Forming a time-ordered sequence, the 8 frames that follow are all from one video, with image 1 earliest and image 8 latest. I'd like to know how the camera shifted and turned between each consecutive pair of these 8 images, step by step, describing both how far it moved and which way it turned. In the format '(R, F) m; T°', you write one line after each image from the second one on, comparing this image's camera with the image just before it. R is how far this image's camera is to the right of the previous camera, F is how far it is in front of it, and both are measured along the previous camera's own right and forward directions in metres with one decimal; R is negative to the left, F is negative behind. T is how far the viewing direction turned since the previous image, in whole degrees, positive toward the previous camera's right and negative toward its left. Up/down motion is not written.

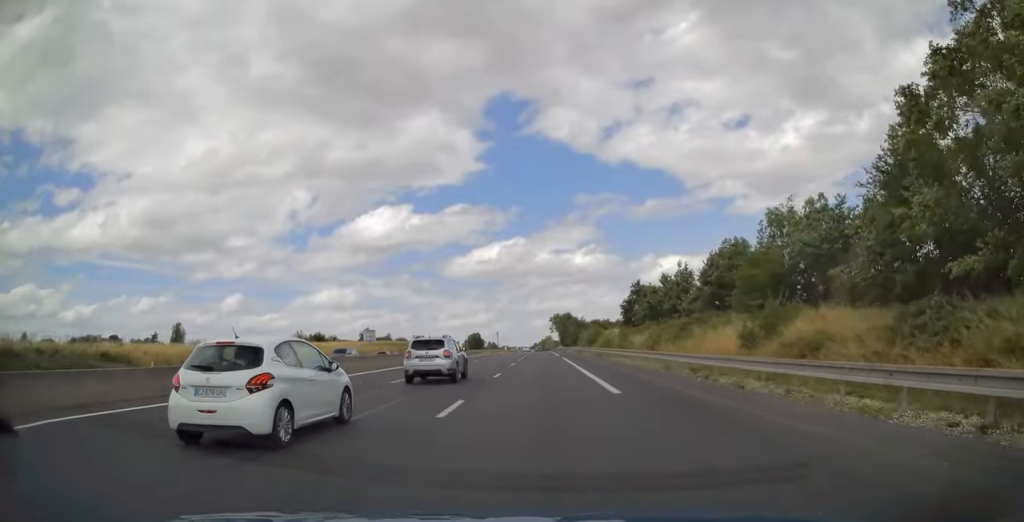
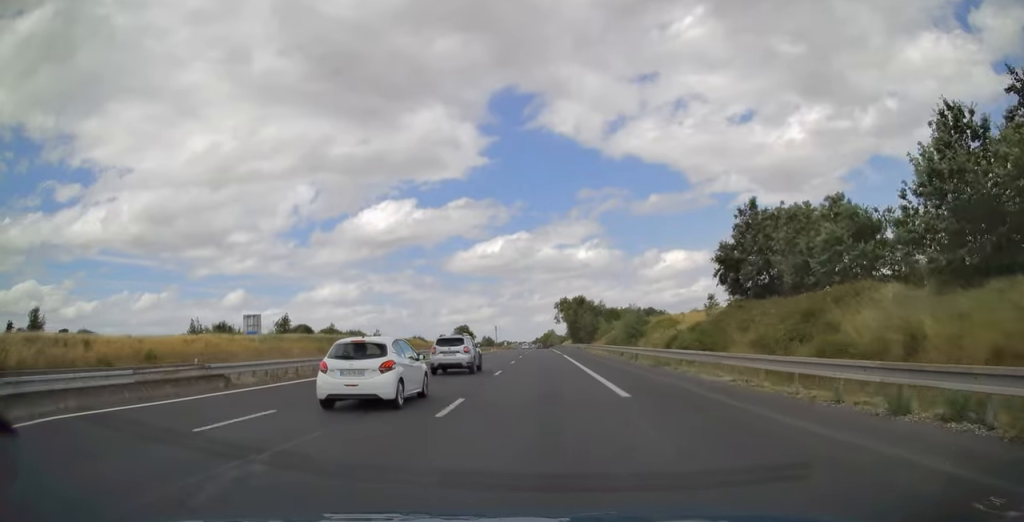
(-0.1, +52.0) m; 0°
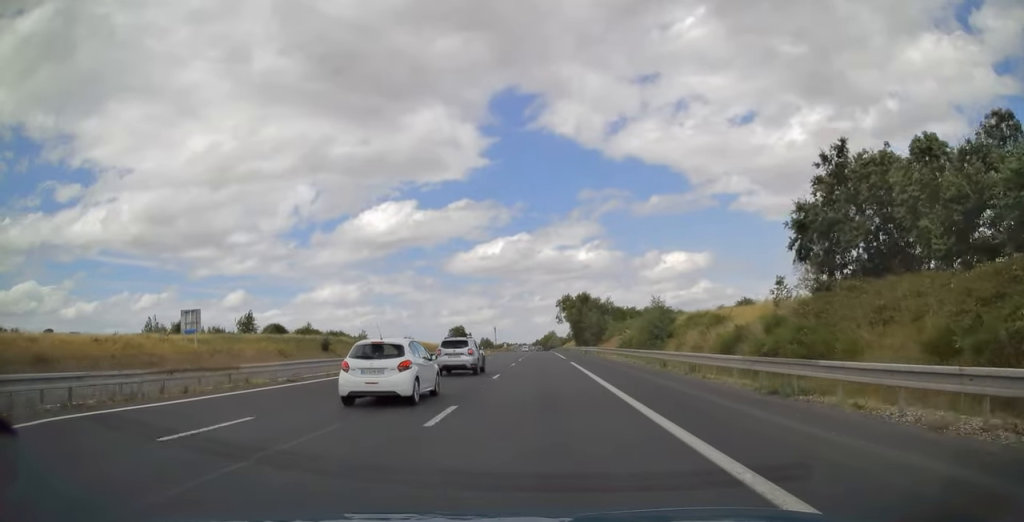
(0.0, +13.9) m; 0°
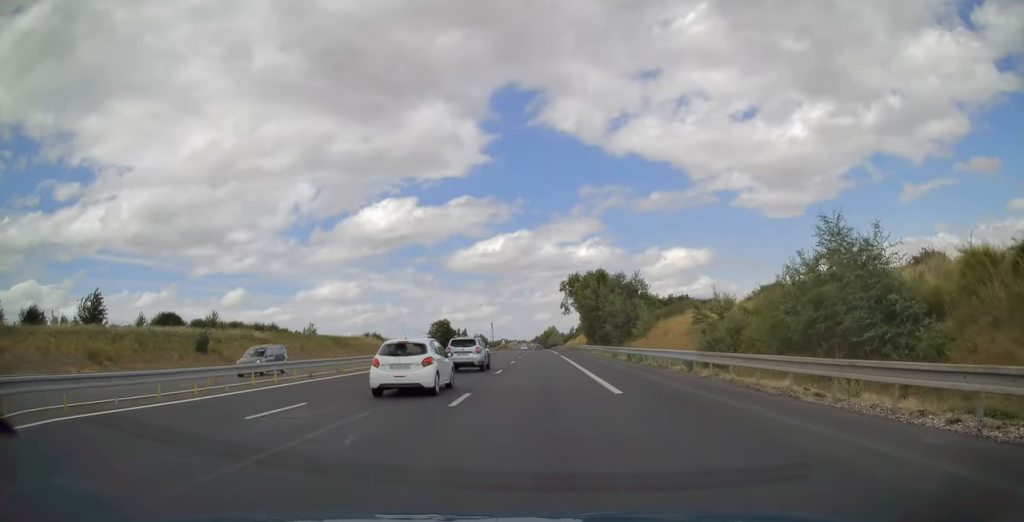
(0.0, +35.9) m; 0°
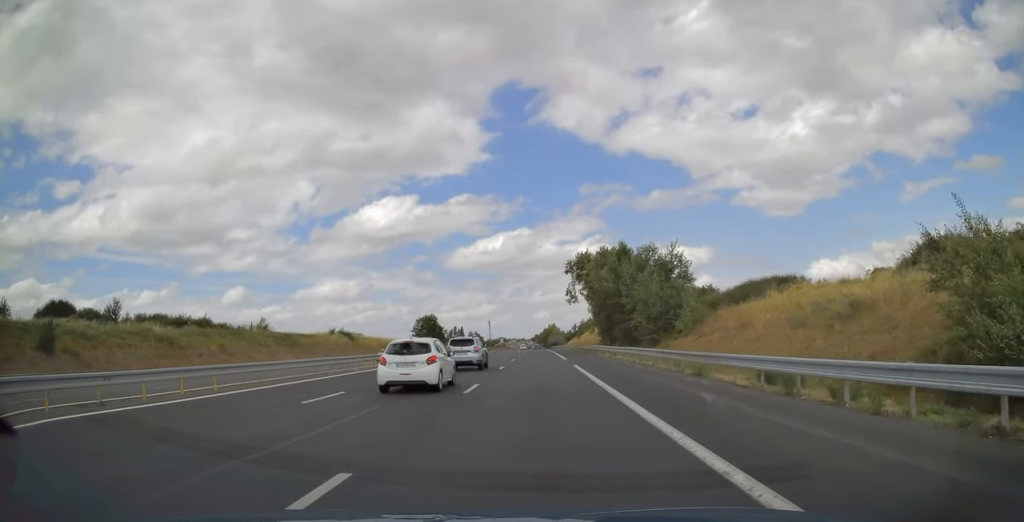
(0.0, +22.5) m; 0°
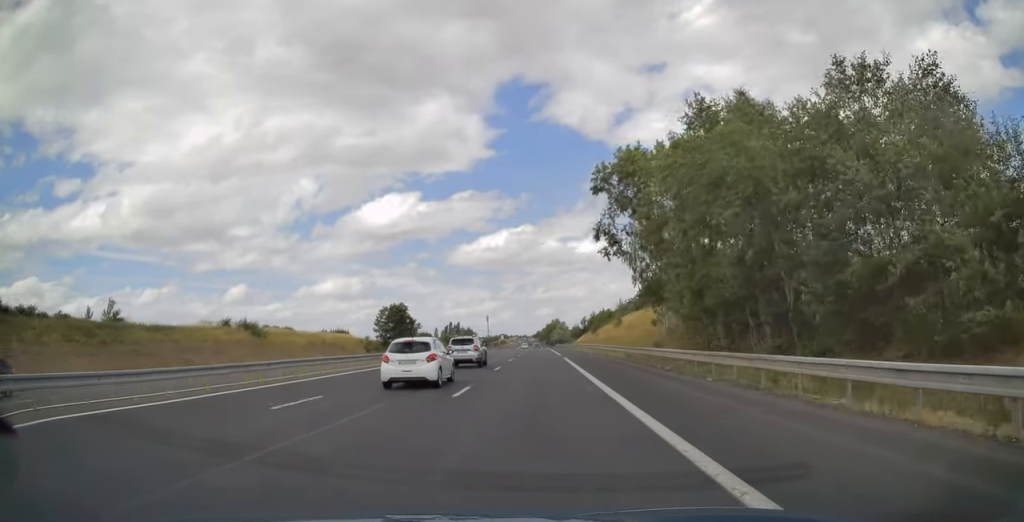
(-0.2, +40.4) m; 0°
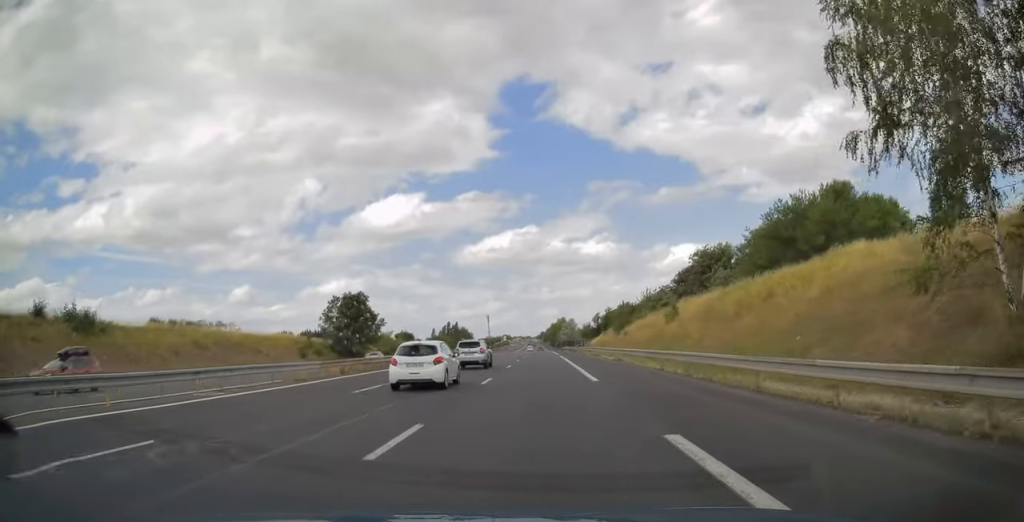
(0.0, +33.4) m; 0°
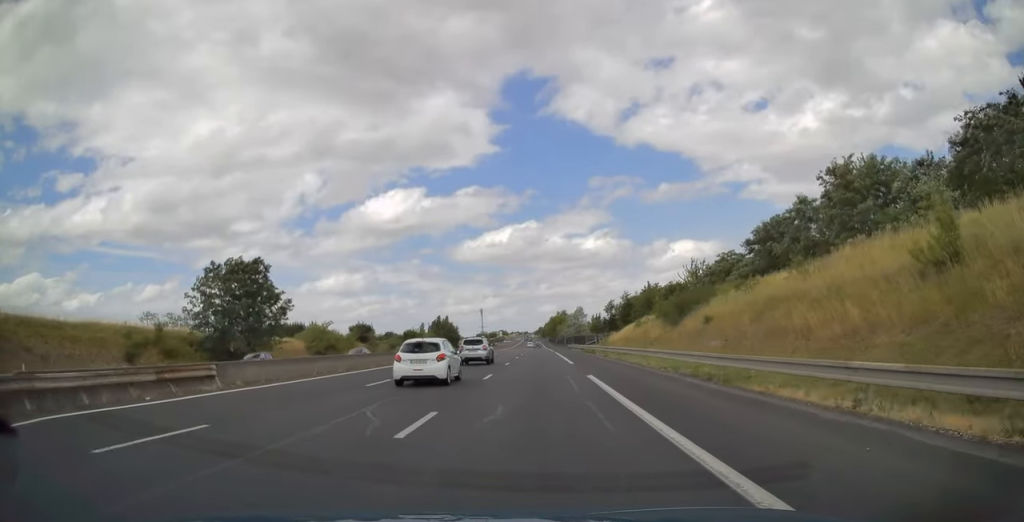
(0.0, +37.3) m; 0°
